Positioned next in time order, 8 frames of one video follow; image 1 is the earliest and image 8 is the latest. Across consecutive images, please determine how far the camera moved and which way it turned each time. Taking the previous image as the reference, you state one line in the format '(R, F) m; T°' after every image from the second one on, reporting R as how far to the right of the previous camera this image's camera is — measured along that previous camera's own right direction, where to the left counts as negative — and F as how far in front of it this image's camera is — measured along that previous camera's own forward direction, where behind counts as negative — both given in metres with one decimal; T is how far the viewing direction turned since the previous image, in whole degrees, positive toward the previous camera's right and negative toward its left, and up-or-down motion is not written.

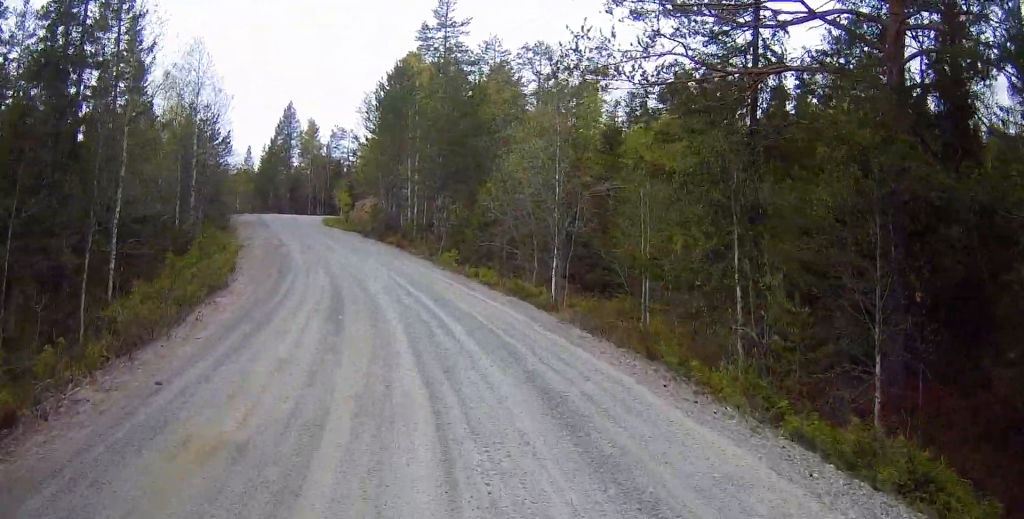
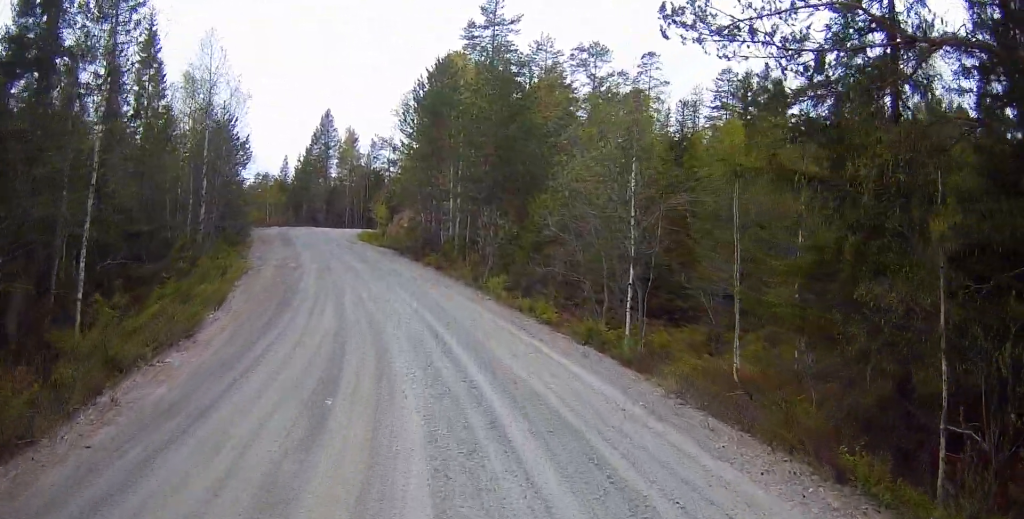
(0.0, +4.9) m; 0°
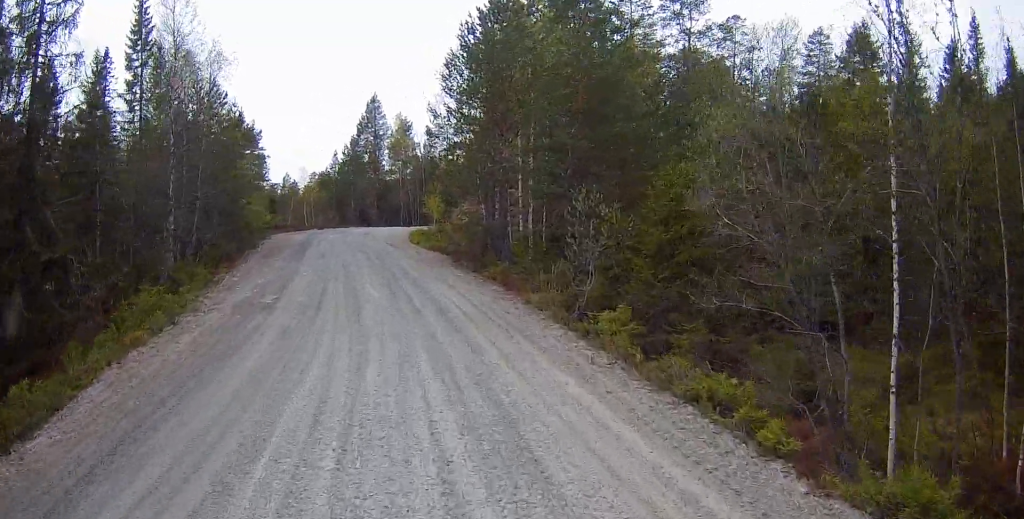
(0.0, +10.6) m; 0°
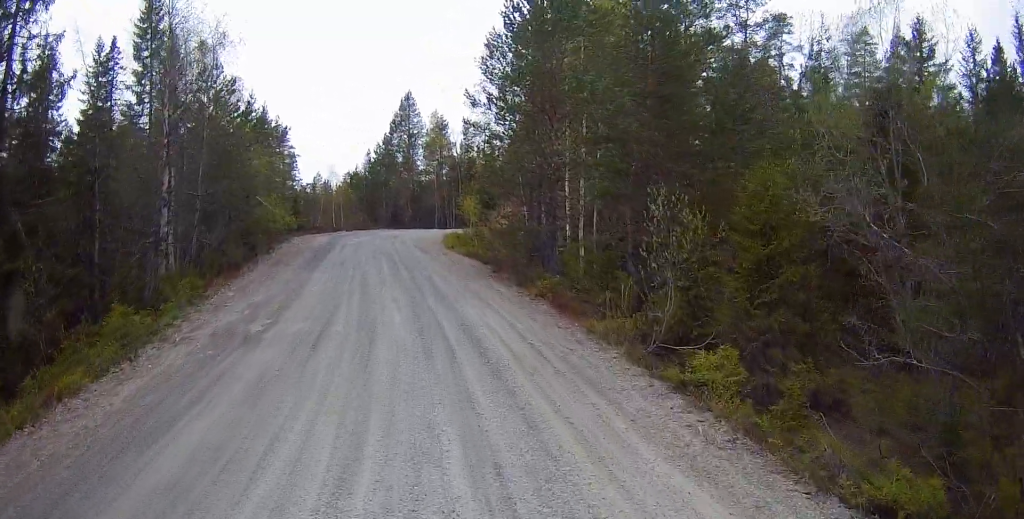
(0.0, +3.4) m; 0°
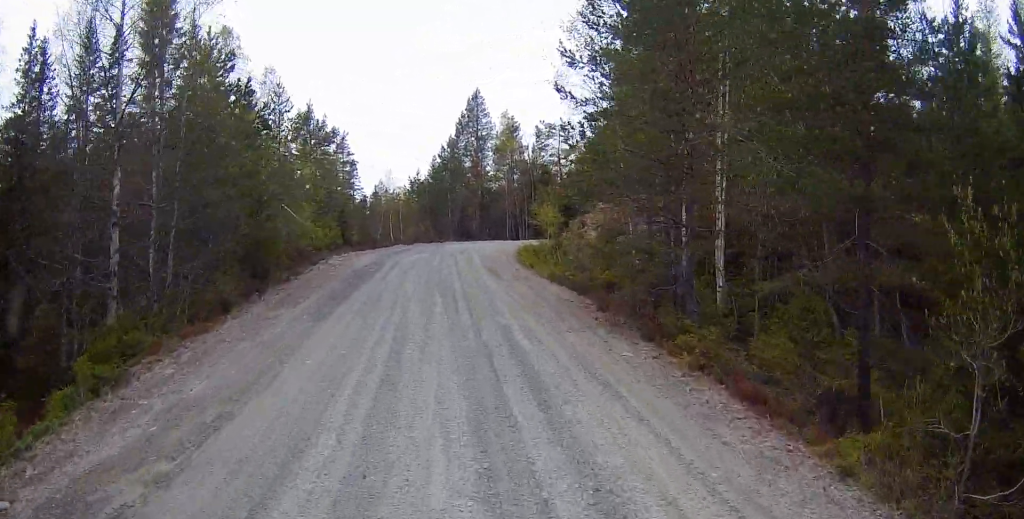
(0.0, +2.0) m; -2°
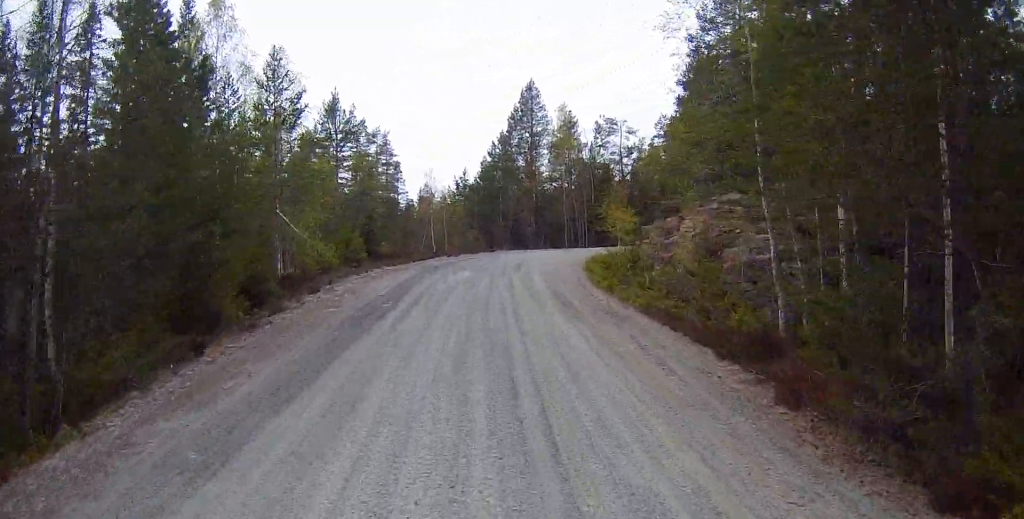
(-0.1, +3.6) m; -5°
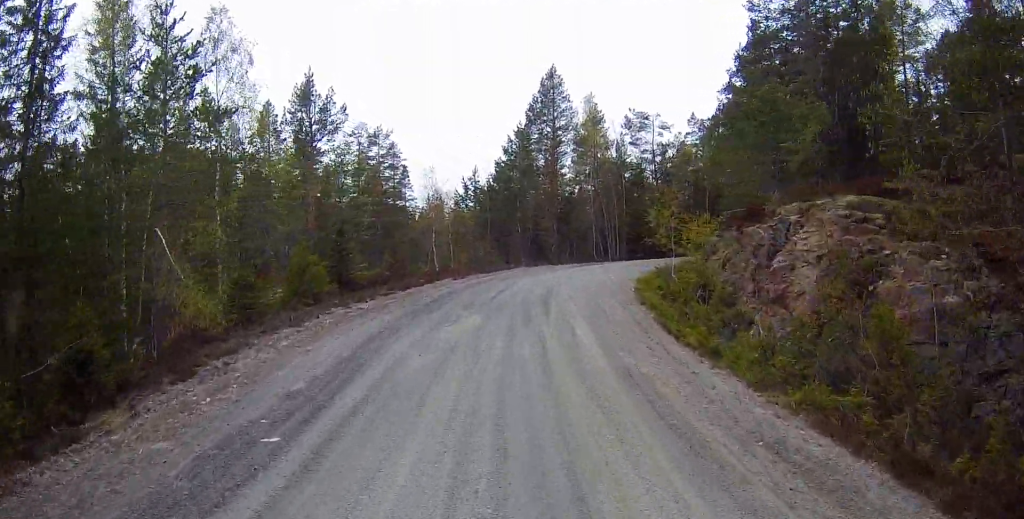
(-0.4, +6.5) m; -6°
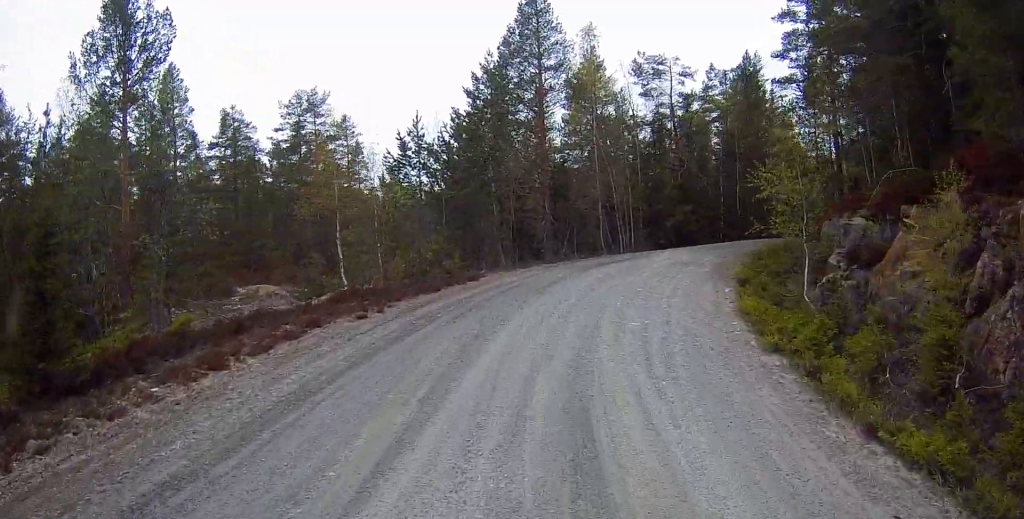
(-0.2, +13.3) m; 0°
